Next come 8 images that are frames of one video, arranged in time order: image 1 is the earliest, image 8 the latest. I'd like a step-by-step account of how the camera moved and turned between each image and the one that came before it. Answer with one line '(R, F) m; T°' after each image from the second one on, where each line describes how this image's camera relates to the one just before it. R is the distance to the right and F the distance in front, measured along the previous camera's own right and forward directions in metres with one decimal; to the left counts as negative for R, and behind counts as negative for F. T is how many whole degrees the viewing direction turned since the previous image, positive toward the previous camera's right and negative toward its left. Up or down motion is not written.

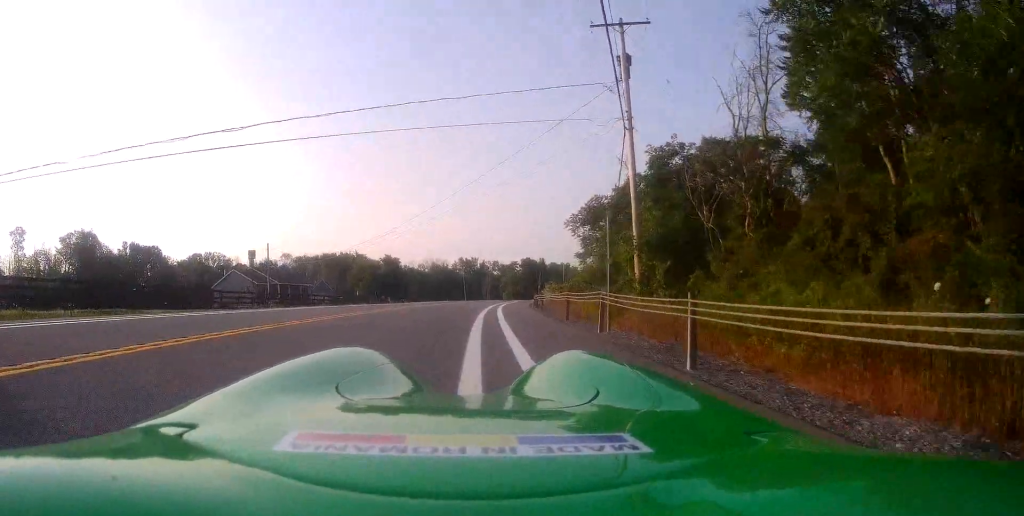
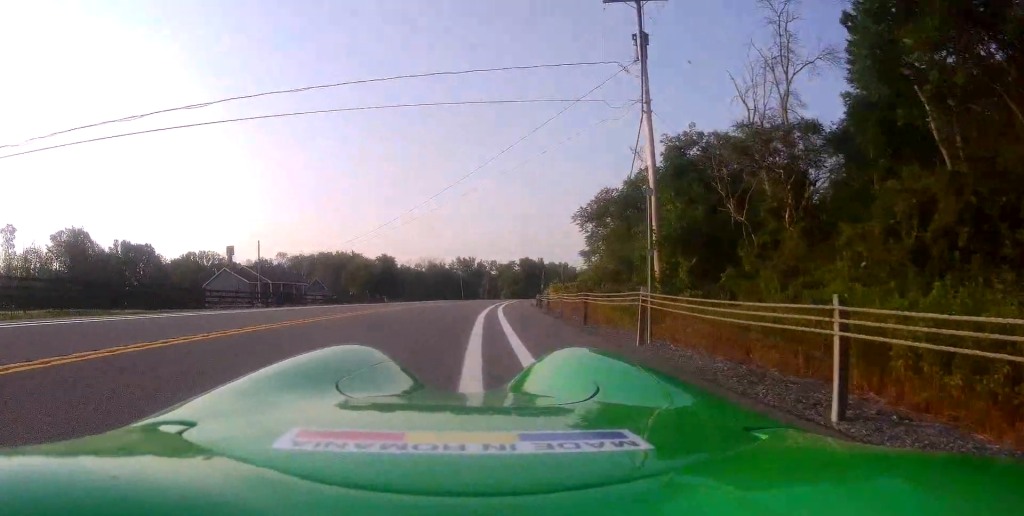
(-0.1, +2.7) m; -2°
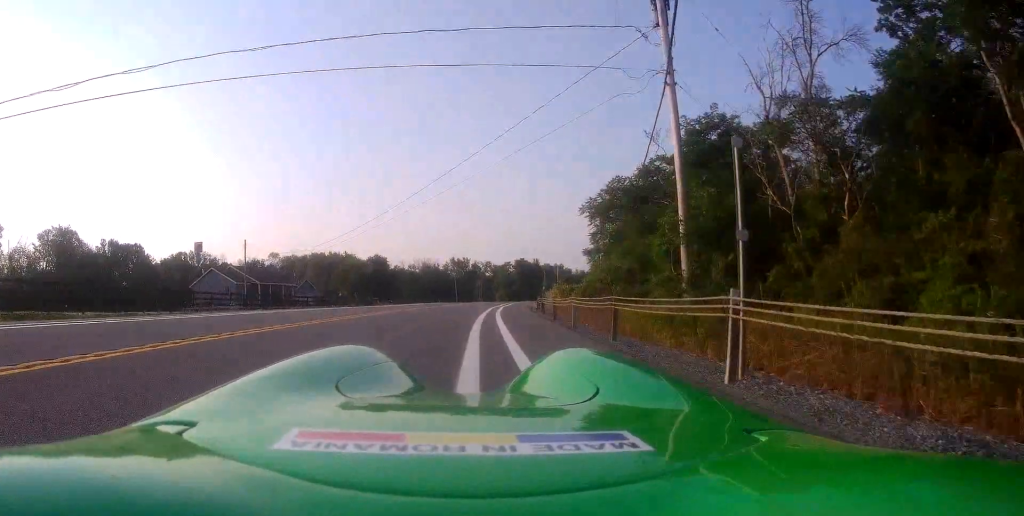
(0.0, +3.0) m; -2°
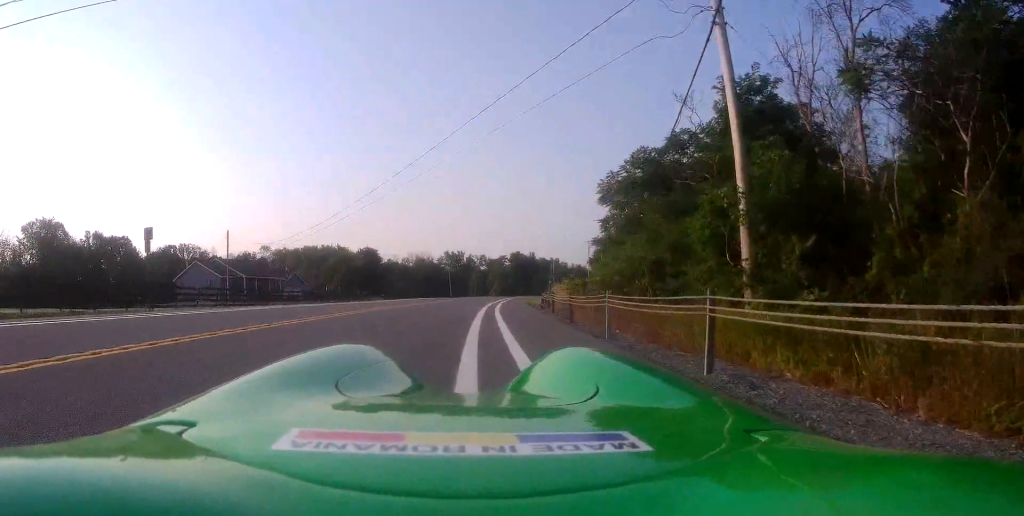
(-0.2, +3.9) m; -1°
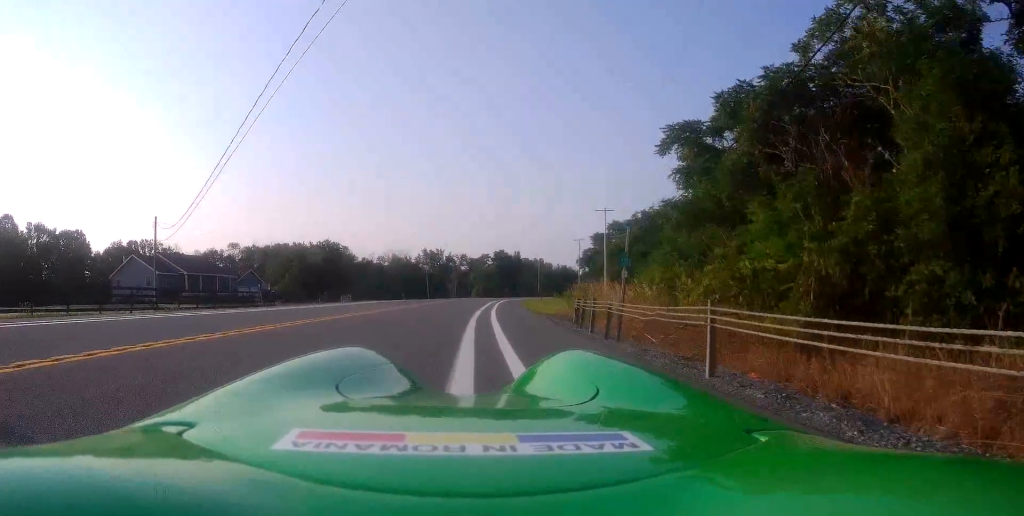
(-0.1, +13.4) m; 0°
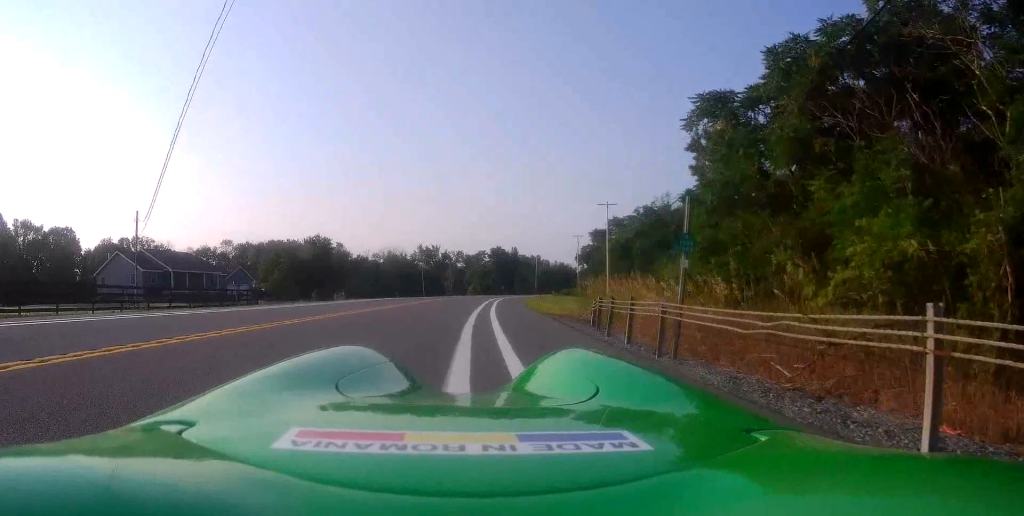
(0.0, +3.0) m; +1°
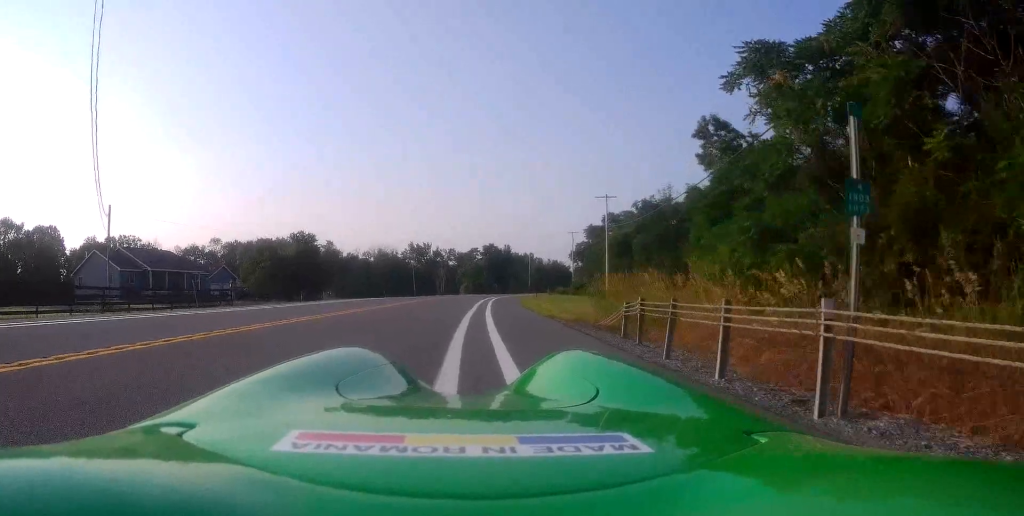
(+0.1, +3.6) m; +3°
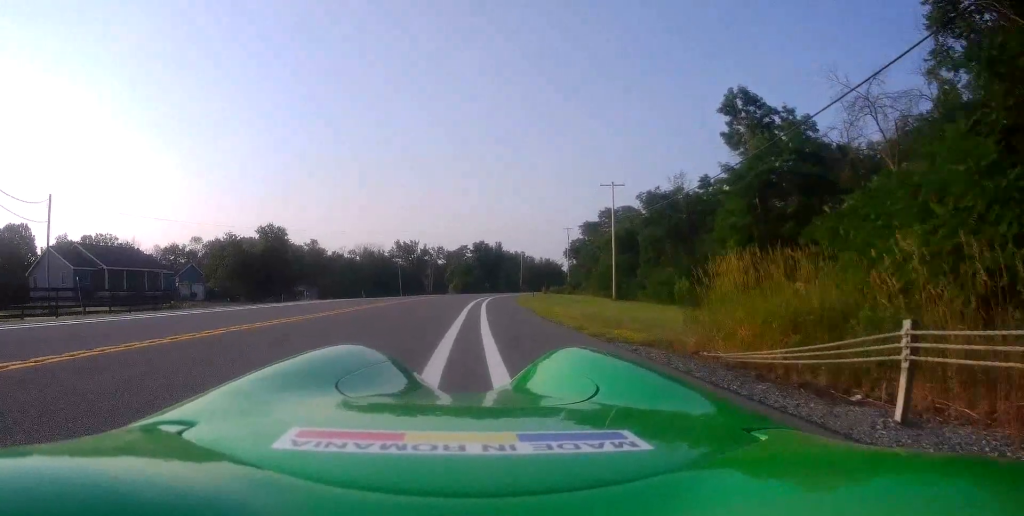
(+0.5, +7.8) m; +5°
